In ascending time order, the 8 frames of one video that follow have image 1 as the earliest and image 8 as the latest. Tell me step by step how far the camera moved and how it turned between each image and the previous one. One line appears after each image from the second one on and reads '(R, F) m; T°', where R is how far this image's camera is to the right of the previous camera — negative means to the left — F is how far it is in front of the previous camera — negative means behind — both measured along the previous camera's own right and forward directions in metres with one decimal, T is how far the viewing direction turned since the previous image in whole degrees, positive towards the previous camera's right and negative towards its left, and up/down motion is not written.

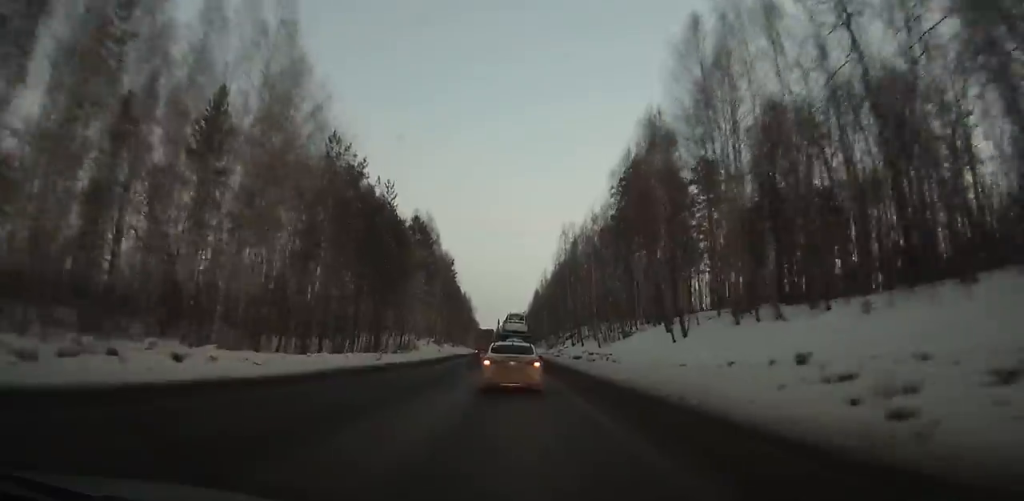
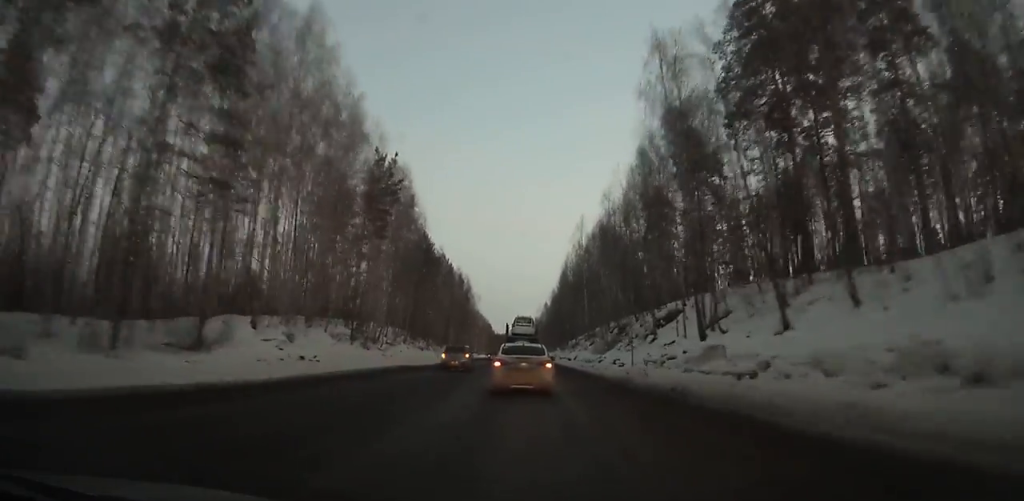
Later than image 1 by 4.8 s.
(-0.9, +53.7) m; -2°
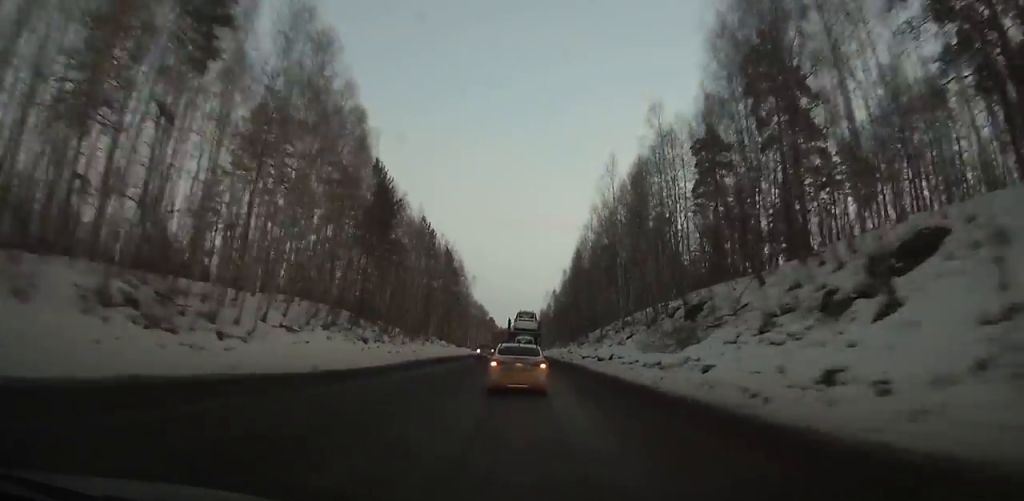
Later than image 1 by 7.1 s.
(-0.3, +26.3) m; 0°
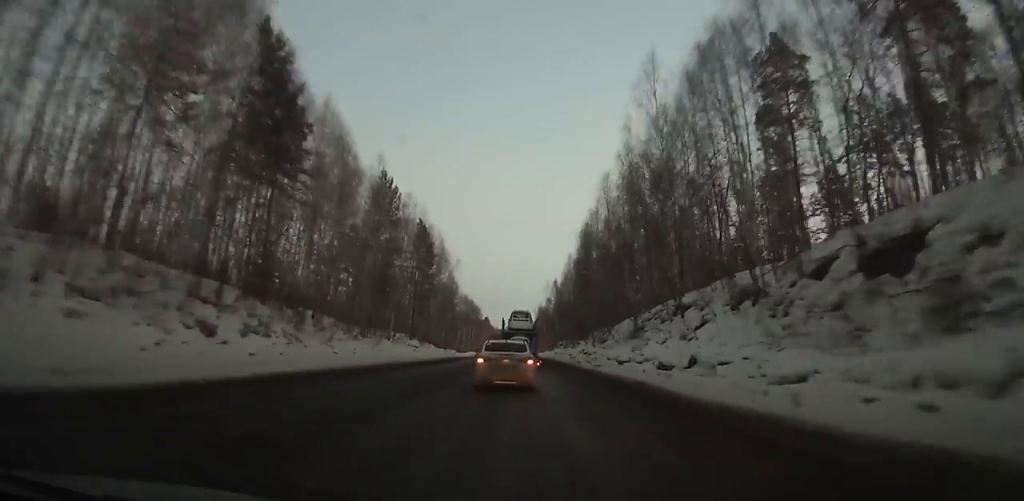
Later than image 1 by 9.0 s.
(0.0, +21.8) m; 0°
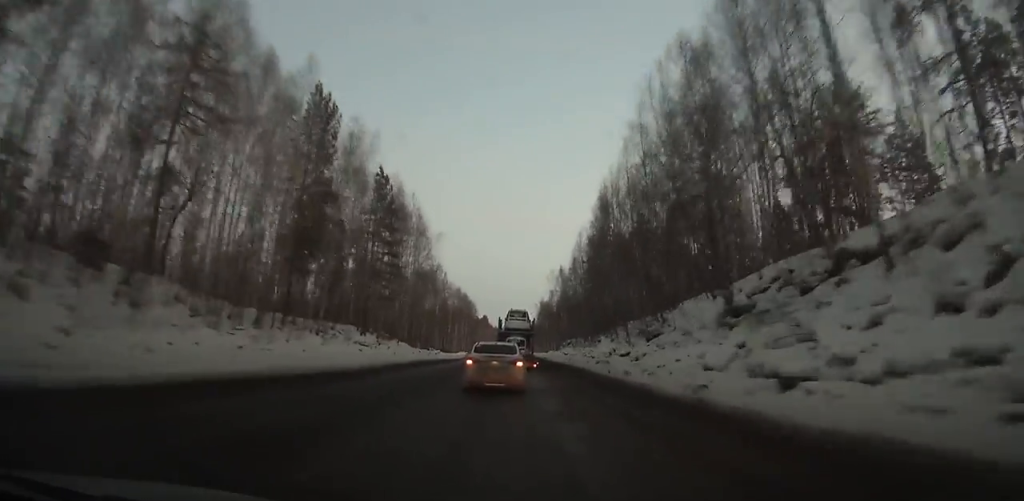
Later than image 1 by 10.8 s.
(0.0, +20.6) m; 0°
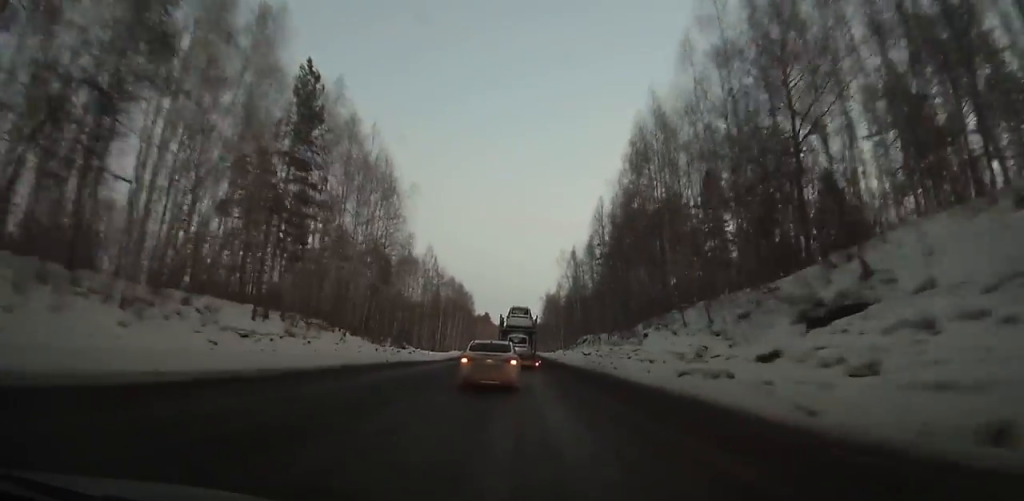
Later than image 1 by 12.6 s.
(0.0, +20.4) m; 0°
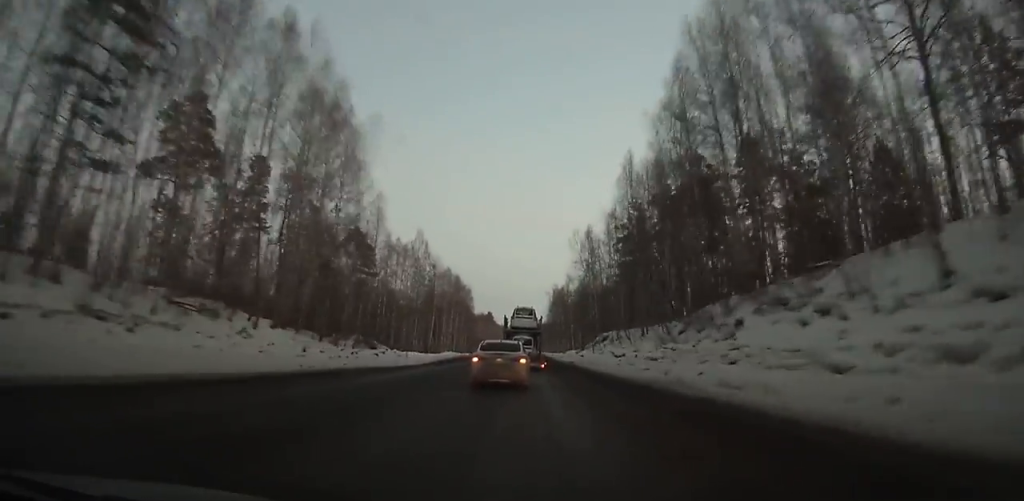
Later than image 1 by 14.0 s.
(0.0, +15.8) m; 0°
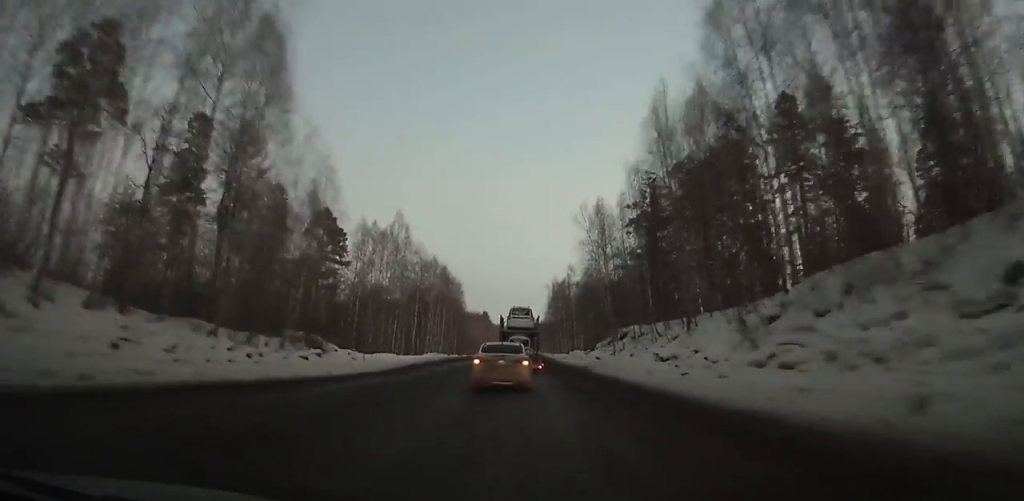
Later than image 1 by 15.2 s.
(0.0, +13.5) m; 0°
